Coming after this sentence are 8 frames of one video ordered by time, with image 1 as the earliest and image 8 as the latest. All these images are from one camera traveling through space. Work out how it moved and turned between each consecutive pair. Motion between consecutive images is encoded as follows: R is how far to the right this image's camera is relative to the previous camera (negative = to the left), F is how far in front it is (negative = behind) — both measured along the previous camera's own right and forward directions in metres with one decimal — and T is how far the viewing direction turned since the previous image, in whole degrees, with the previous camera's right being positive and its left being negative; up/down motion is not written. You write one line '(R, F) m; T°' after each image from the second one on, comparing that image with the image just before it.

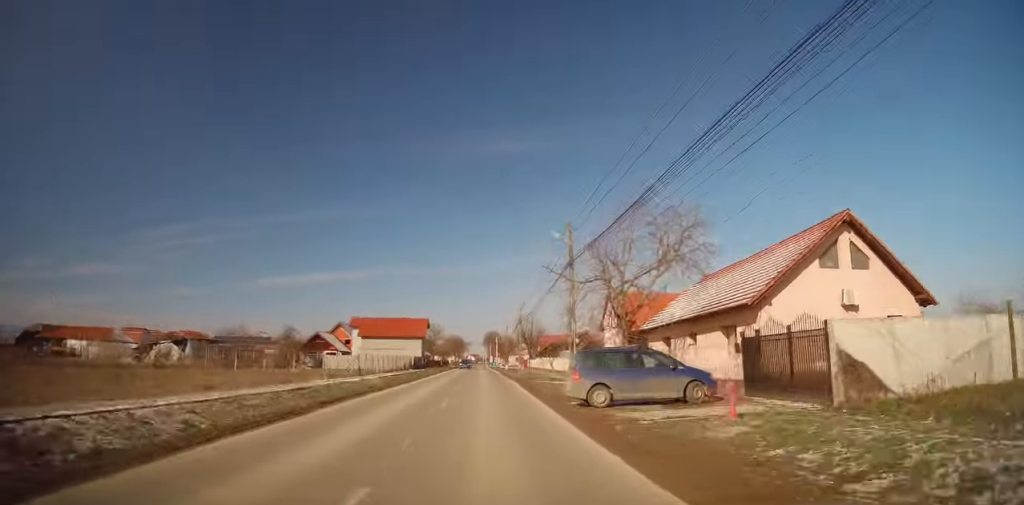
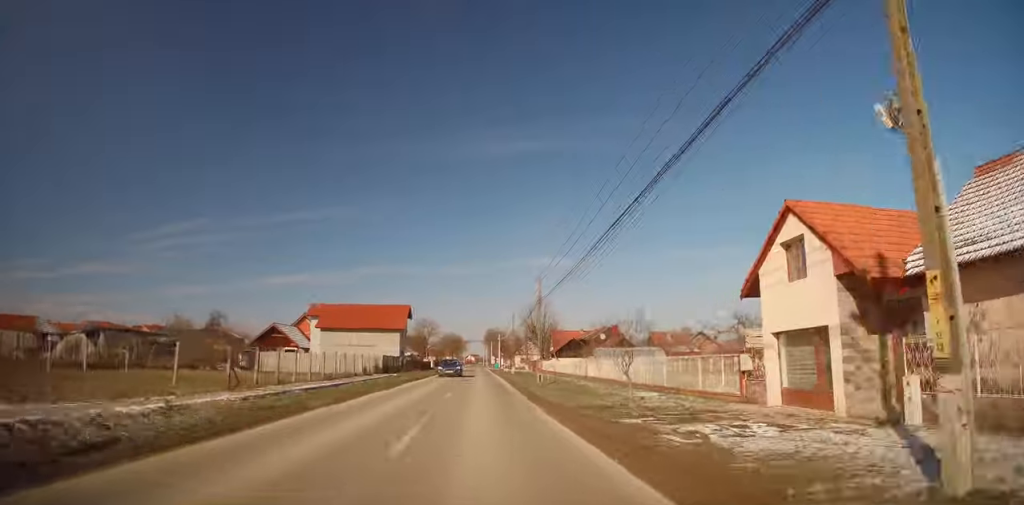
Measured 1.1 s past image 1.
(+0.2, +22.1) m; 0°
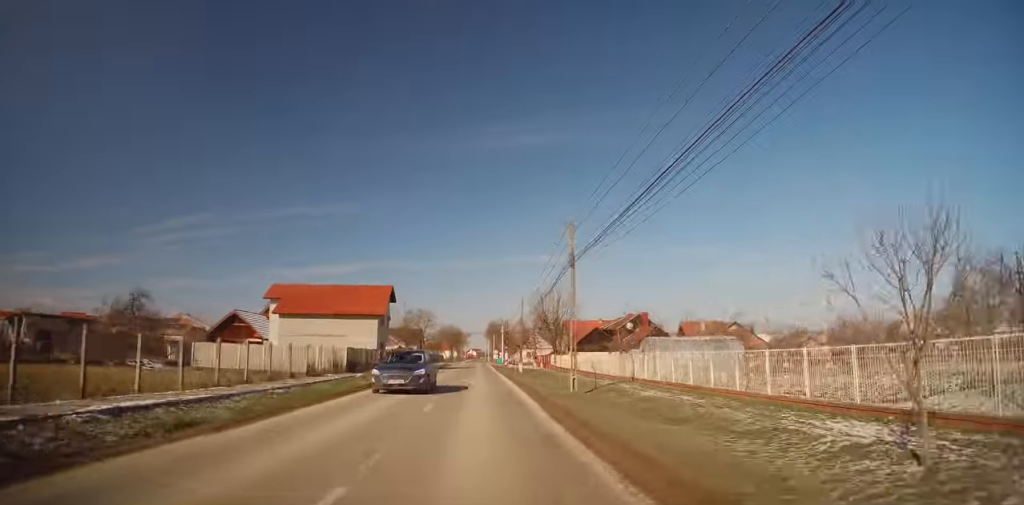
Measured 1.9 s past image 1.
(0.0, +14.1) m; 0°
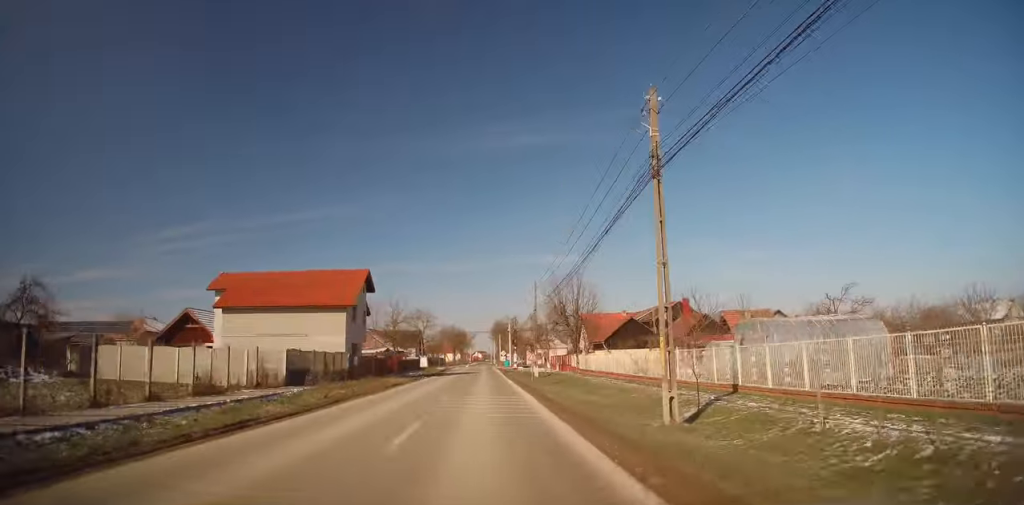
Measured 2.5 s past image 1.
(-0.1, +12.7) m; -1°
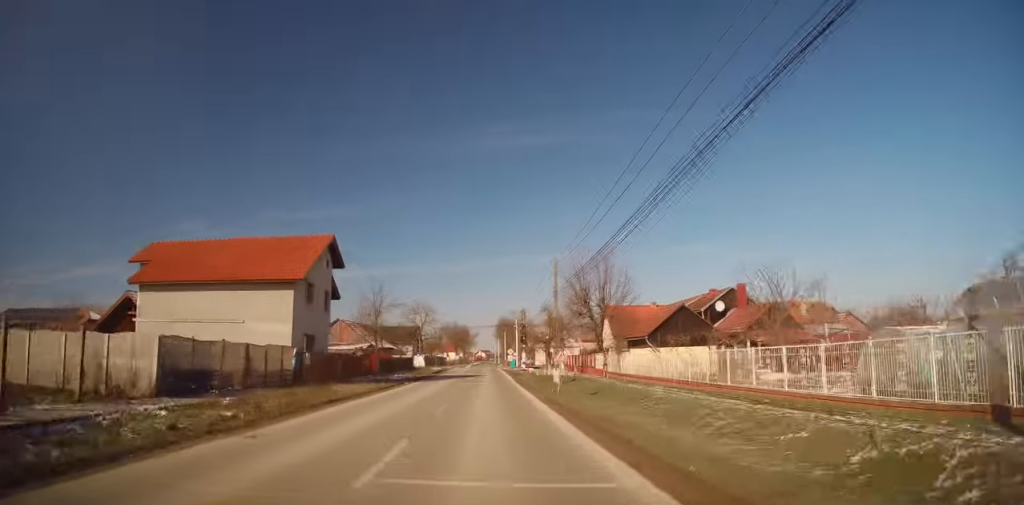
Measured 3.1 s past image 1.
(-0.1, +11.2) m; 0°
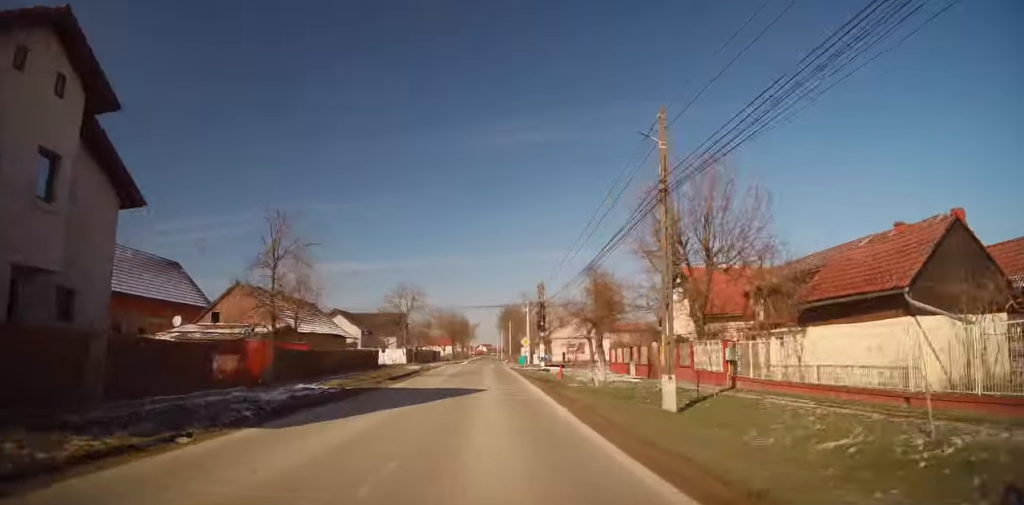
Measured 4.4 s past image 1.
(0.0, +22.9) m; 0°
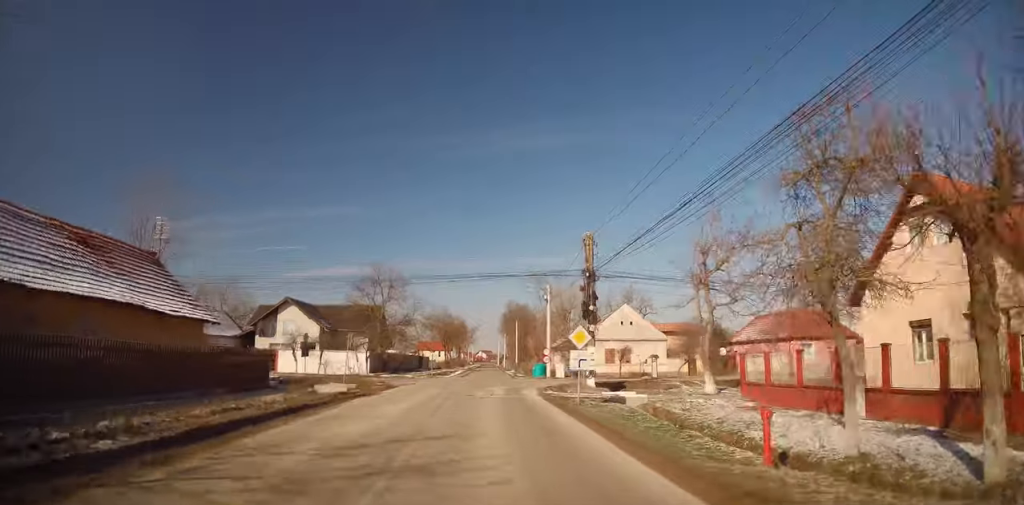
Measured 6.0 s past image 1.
(-0.1, +23.2) m; -1°
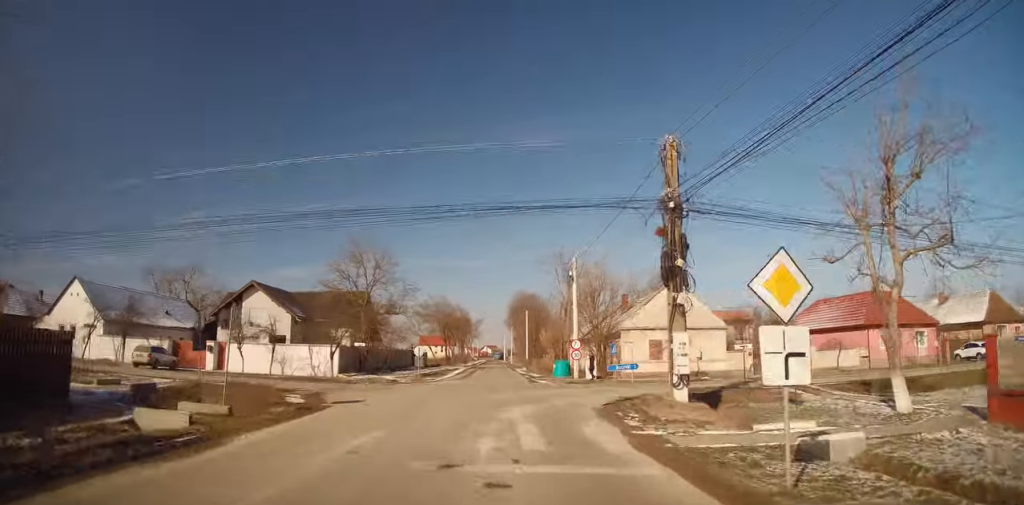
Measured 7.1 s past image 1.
(-0.2, +12.5) m; -1°
